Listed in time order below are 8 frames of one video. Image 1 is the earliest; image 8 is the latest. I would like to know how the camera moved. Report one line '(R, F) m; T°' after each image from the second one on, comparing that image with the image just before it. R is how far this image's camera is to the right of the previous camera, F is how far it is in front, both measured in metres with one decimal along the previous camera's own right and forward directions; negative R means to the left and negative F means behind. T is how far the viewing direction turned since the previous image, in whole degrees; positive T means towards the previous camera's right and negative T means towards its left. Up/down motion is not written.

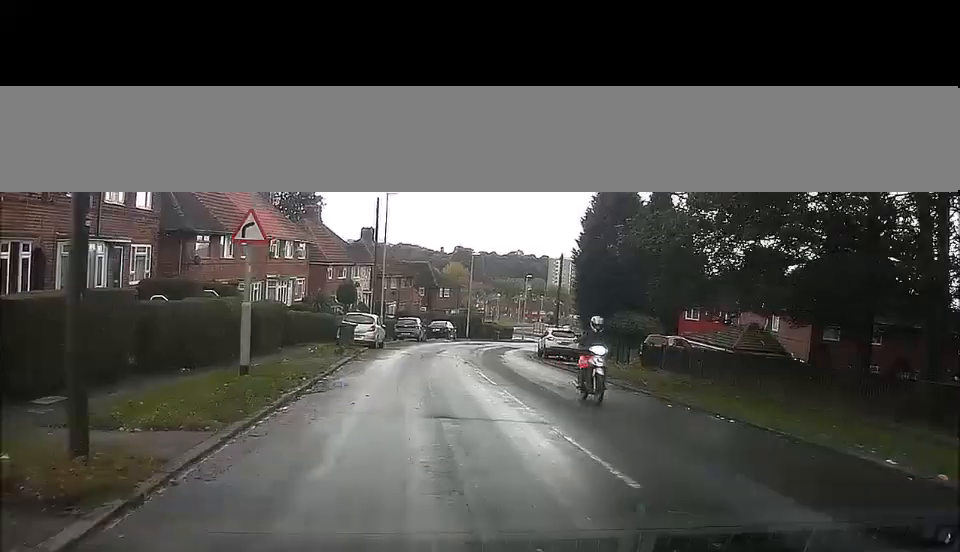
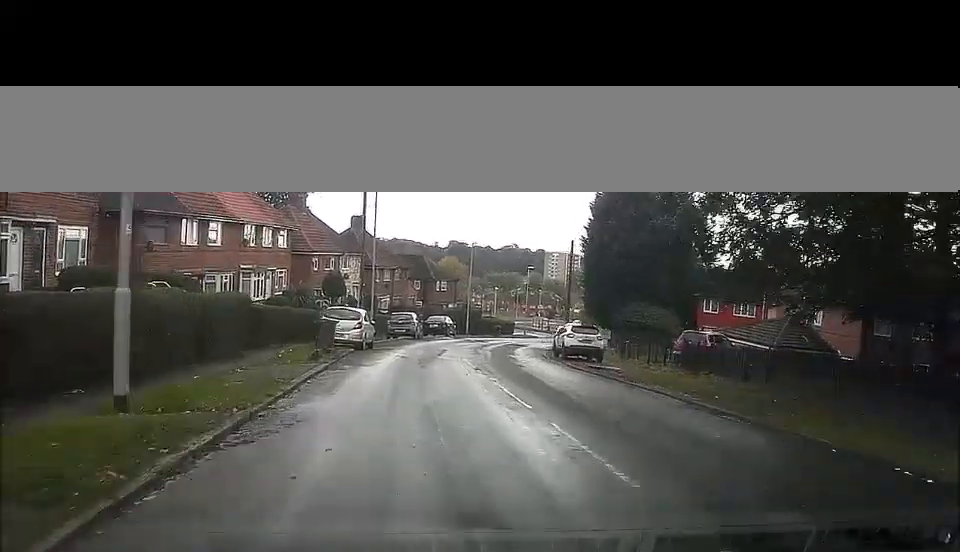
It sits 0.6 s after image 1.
(0.0, +6.0) m; +1°
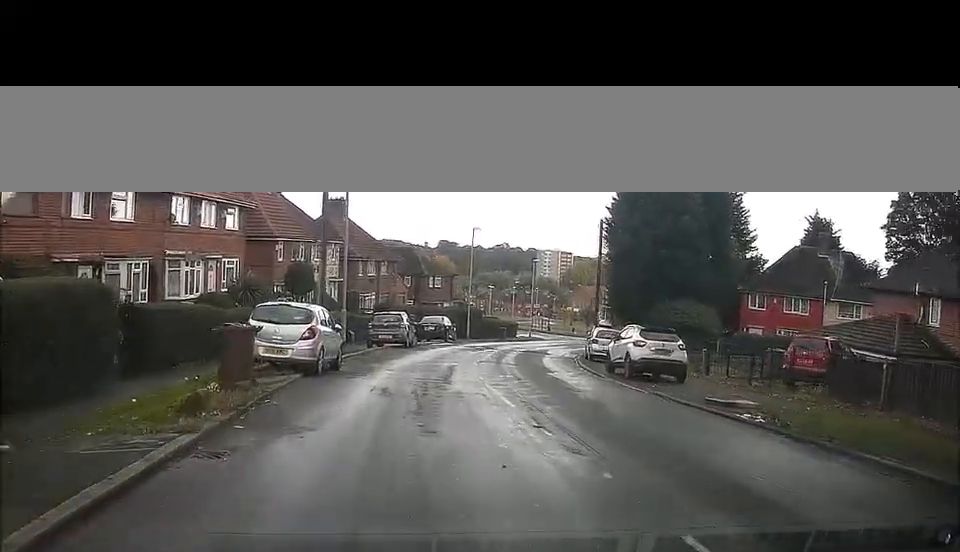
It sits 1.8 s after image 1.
(+0.2, +11.6) m; 0°
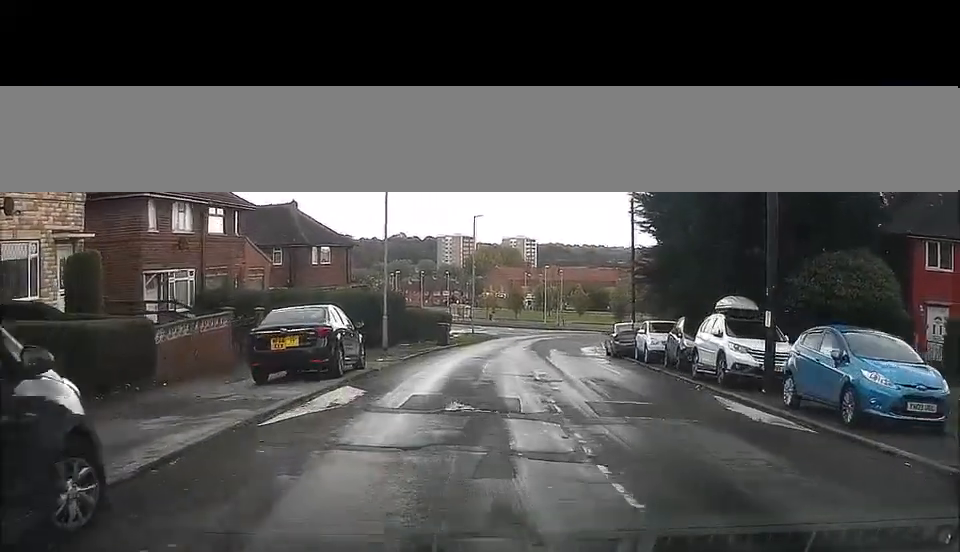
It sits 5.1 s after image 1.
(+0.4, +31.5) m; +4°
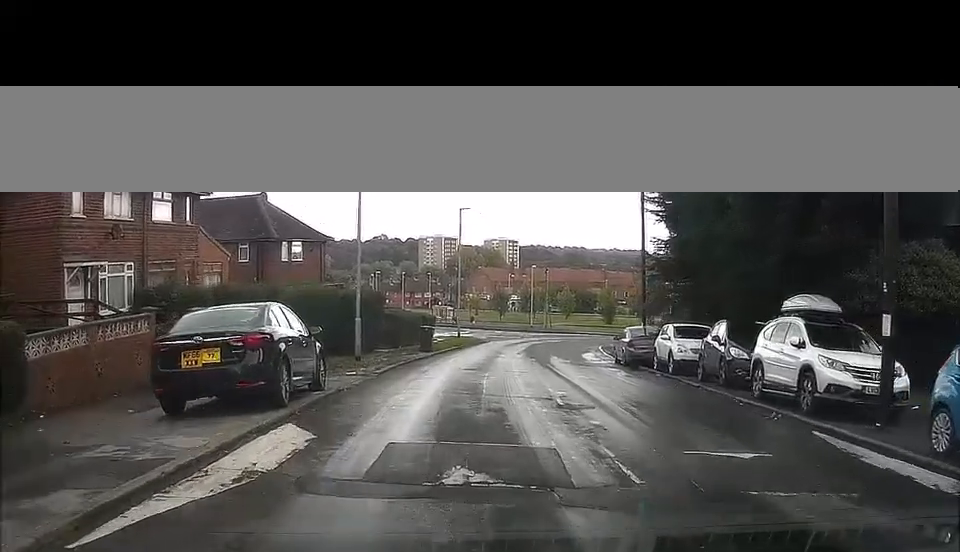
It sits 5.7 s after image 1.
(+0.4, +5.2) m; +2°
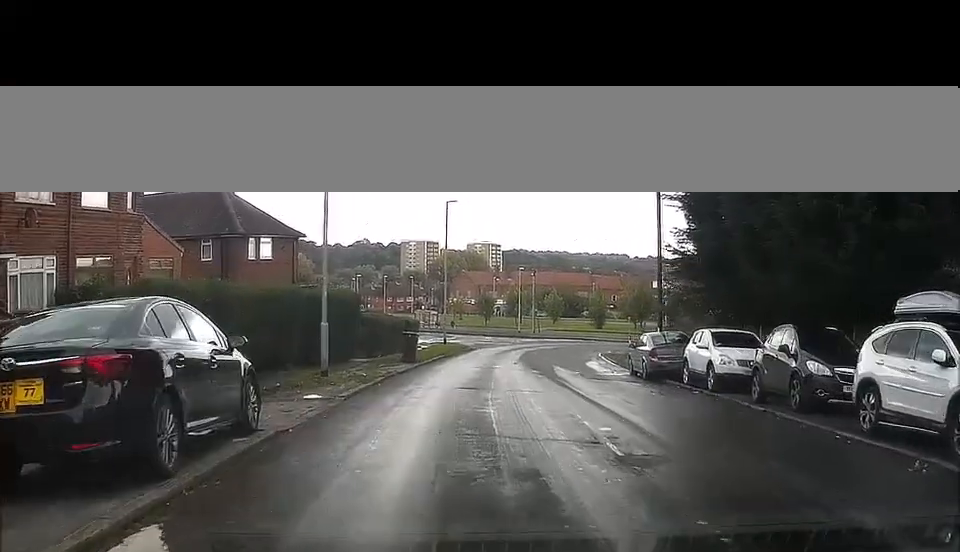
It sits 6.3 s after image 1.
(+0.3, +5.1) m; +2°
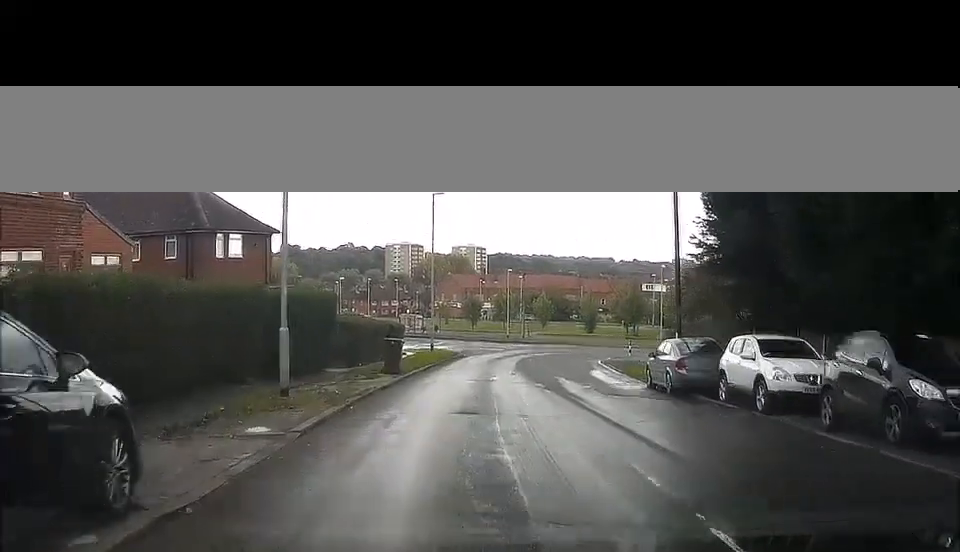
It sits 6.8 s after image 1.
(-0.1, +4.0) m; 0°
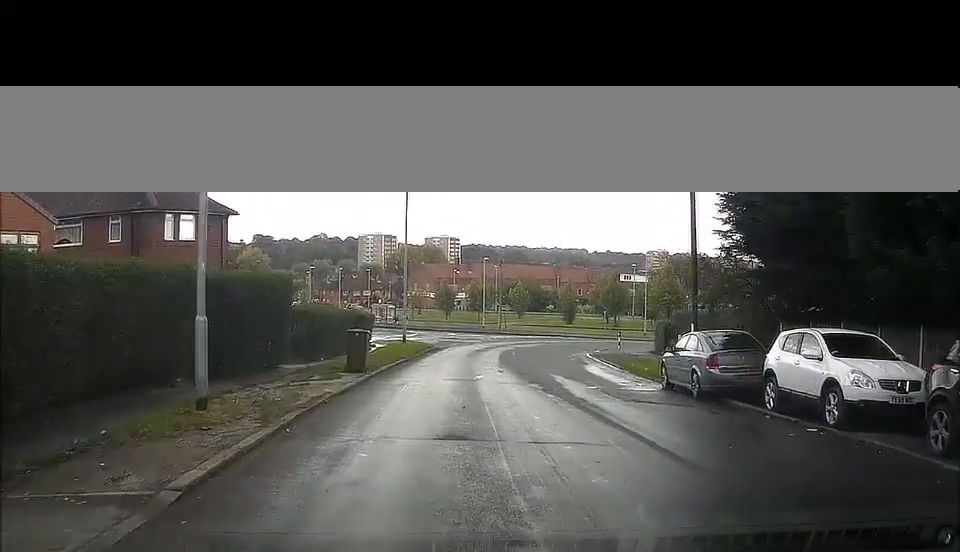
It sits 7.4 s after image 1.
(-0.1, +4.2) m; 0°
